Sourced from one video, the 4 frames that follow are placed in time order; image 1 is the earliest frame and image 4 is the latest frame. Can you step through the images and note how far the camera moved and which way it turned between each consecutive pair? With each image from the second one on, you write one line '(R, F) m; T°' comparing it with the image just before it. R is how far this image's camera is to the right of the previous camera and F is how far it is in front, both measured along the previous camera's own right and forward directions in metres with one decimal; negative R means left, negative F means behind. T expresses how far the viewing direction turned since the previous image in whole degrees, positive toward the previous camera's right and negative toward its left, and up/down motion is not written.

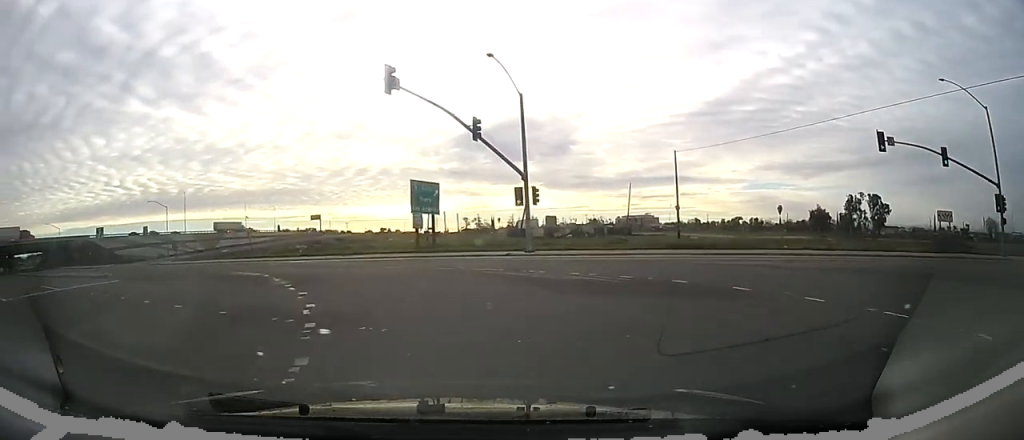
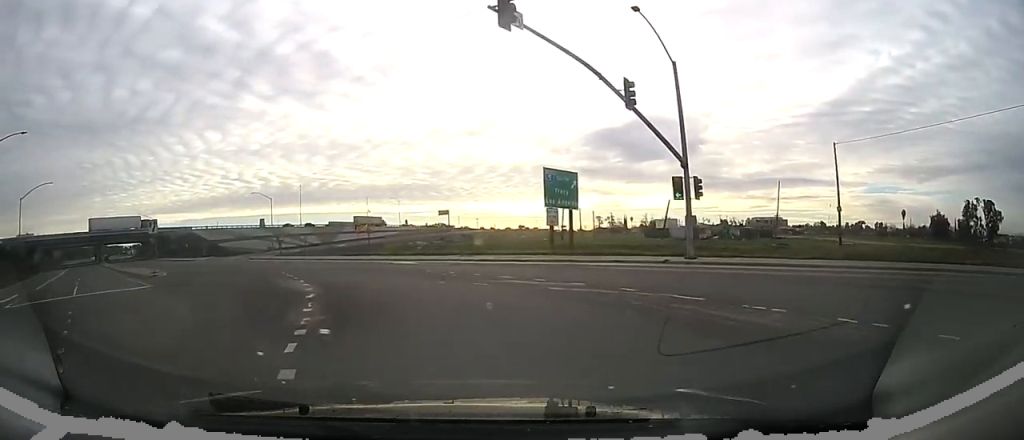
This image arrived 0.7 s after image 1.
(-0.9, +7.1) m; -16°
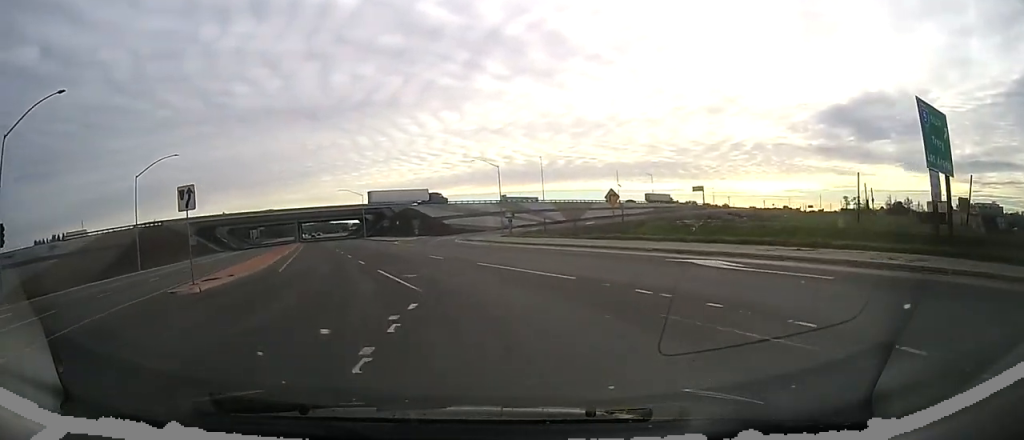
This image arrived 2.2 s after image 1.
(-4.4, +15.1) m; -28°
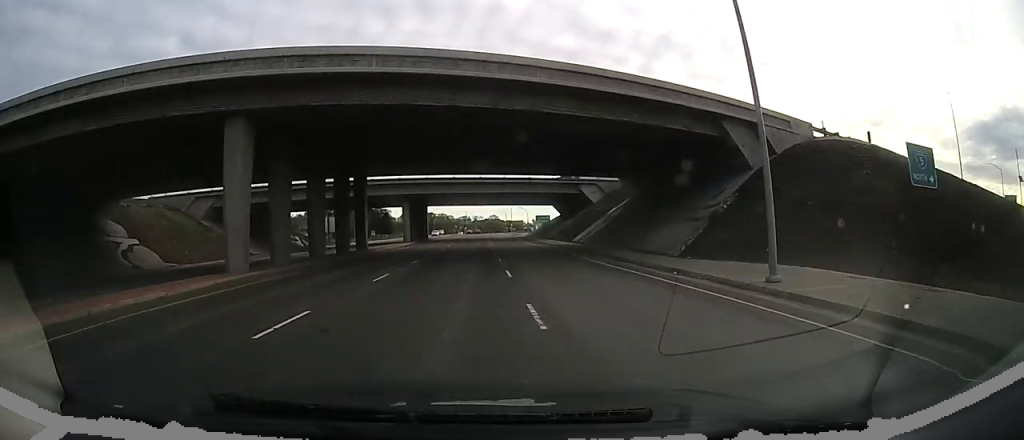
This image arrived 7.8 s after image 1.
(-32.9, +85.4) m; -24°
